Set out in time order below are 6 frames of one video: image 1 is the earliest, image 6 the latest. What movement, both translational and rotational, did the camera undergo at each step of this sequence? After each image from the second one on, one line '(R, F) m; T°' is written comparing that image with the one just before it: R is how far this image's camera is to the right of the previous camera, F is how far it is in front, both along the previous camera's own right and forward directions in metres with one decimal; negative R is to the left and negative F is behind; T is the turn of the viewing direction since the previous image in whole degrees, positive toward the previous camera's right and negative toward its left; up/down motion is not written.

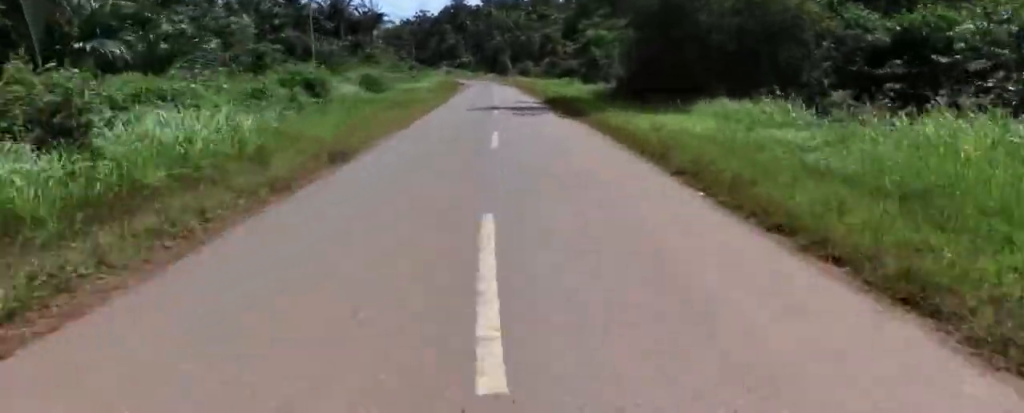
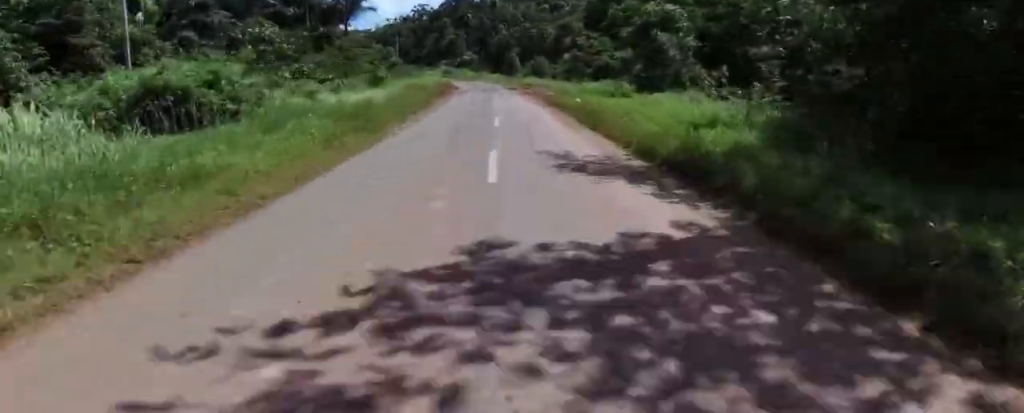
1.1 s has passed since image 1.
(0.0, +19.5) m; -1°
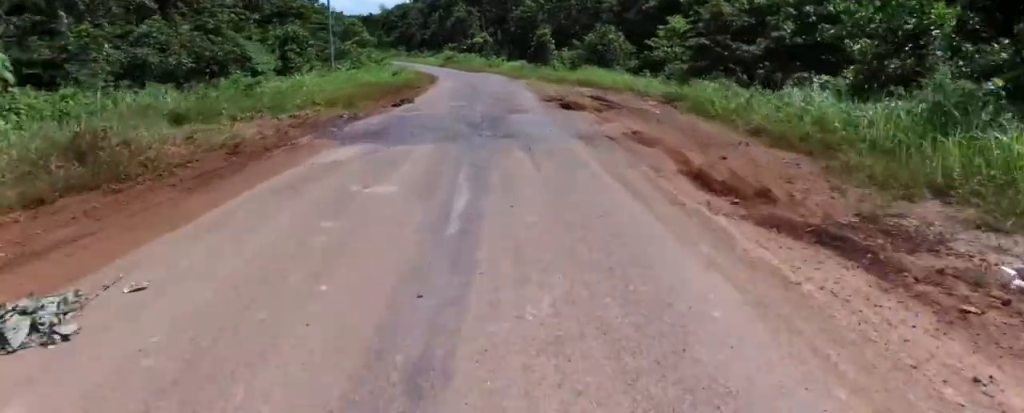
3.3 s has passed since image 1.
(-1.2, +35.2) m; -2°
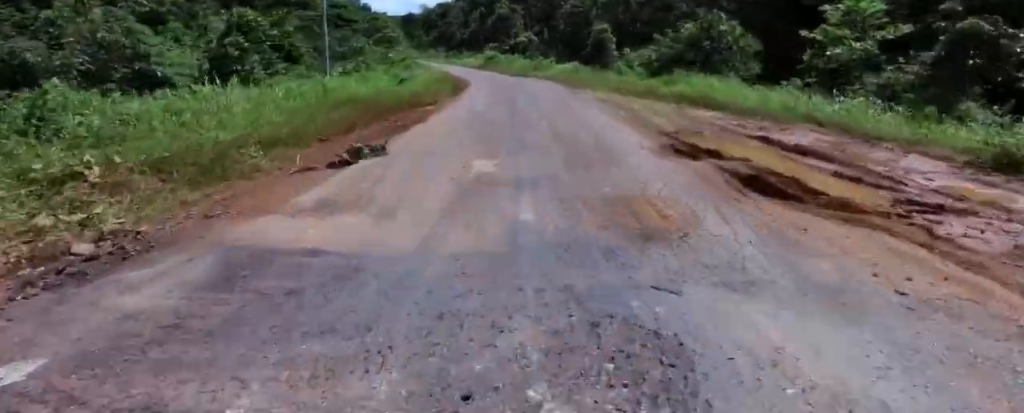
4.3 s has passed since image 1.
(+0.2, +12.7) m; +1°
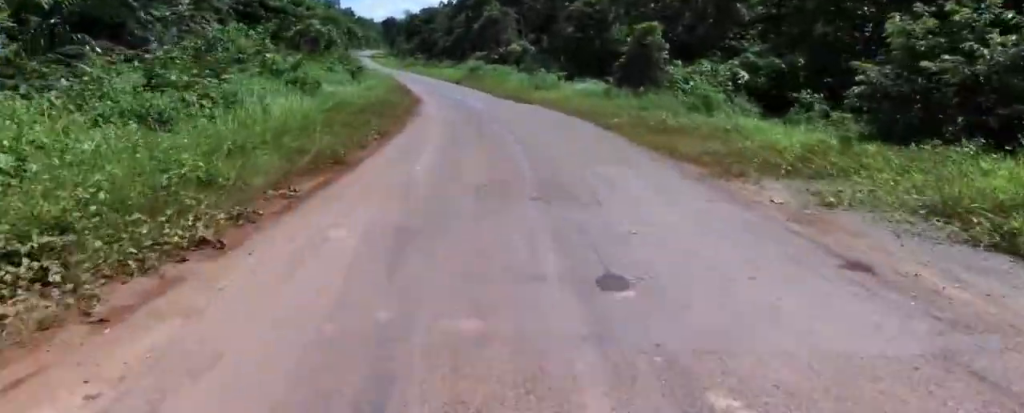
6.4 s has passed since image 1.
(-1.1, +19.4) m; -6°
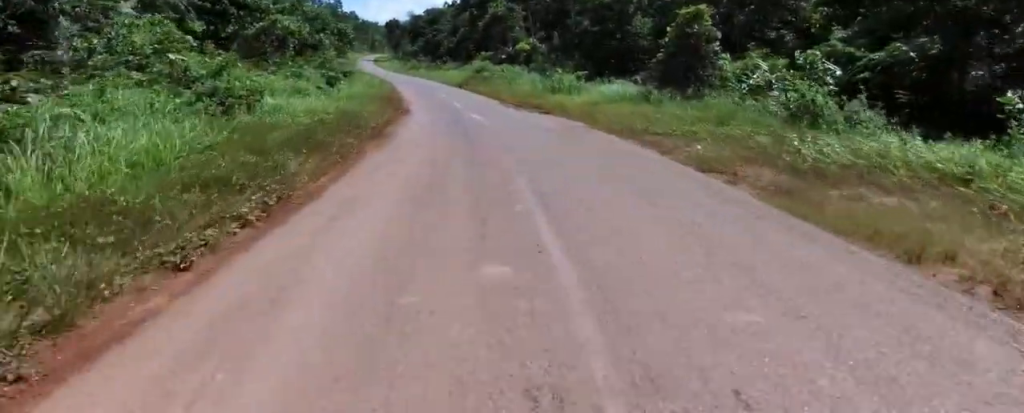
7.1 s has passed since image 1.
(+0.1, +5.8) m; -1°
